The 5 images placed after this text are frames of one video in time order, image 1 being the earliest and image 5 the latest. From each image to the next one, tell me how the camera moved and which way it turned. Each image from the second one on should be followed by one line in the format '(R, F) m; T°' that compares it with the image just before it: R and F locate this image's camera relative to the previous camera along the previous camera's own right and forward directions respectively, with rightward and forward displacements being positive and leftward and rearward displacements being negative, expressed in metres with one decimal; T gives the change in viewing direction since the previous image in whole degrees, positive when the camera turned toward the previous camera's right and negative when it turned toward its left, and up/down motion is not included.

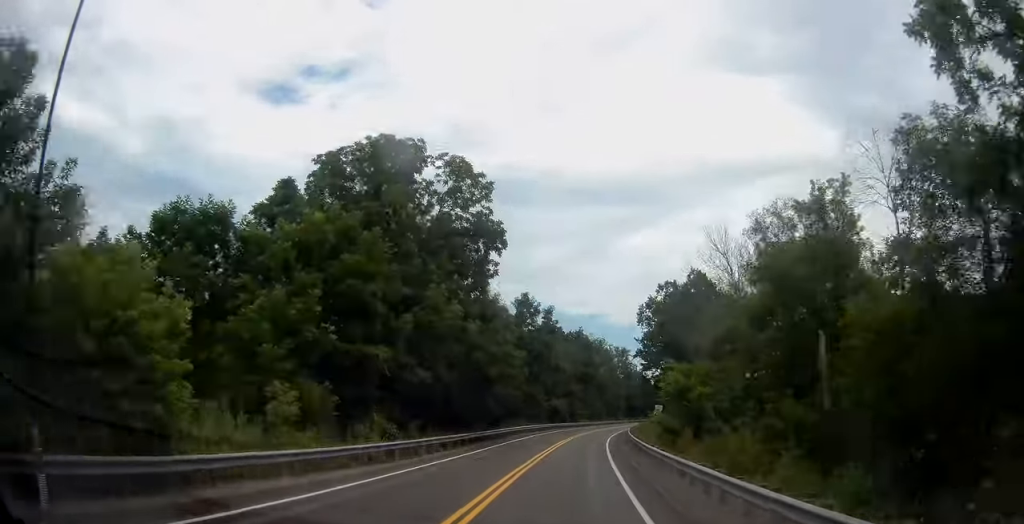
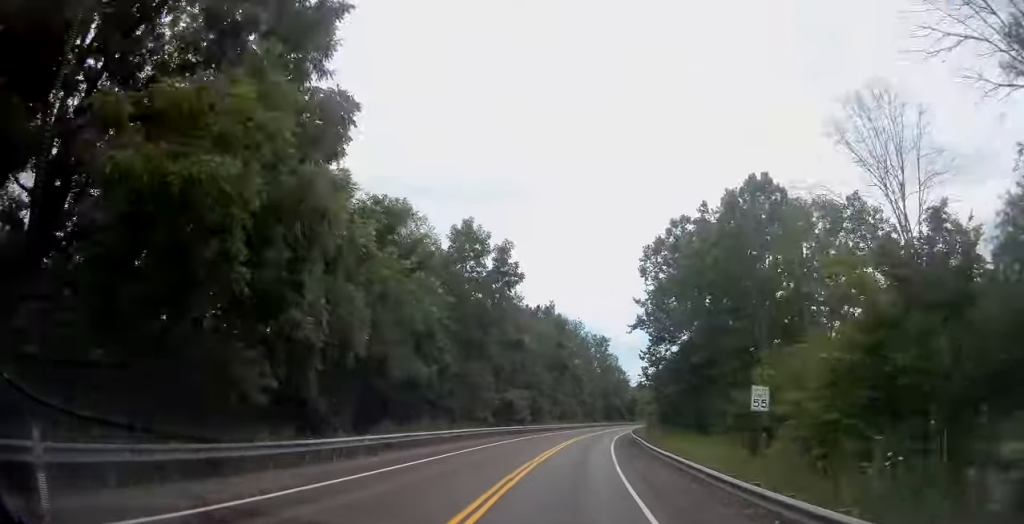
(+0.2, +29.3) m; +3°
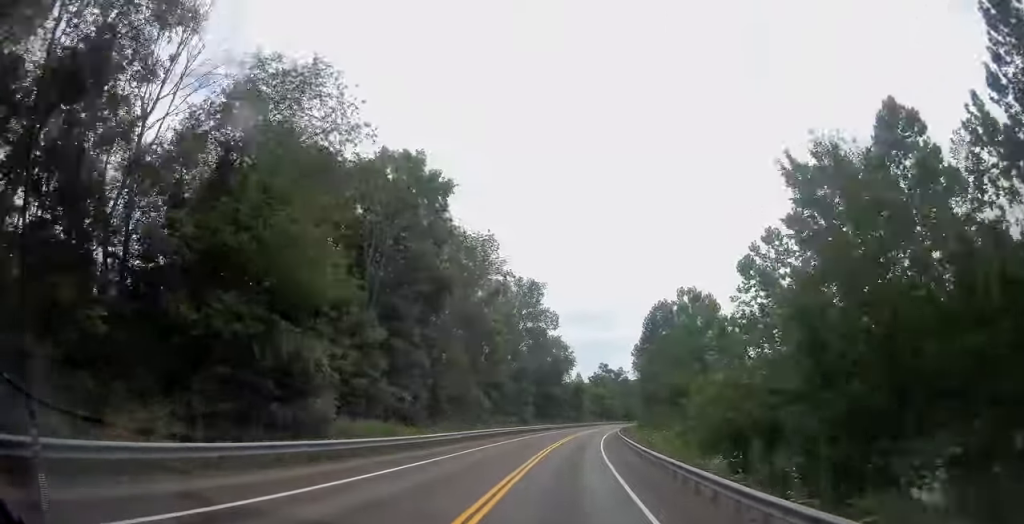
(+4.1, +58.1) m; +6°
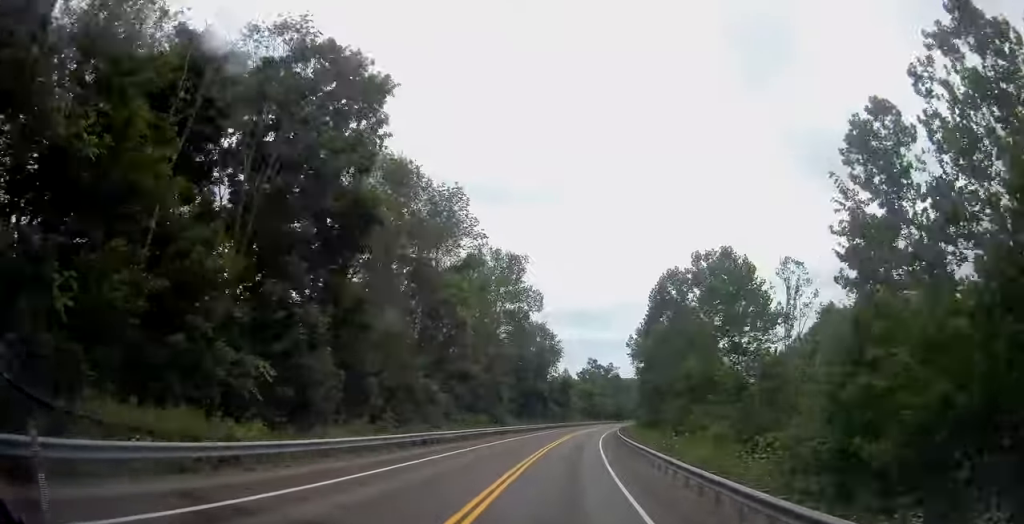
(+0.3, +13.9) m; +2°
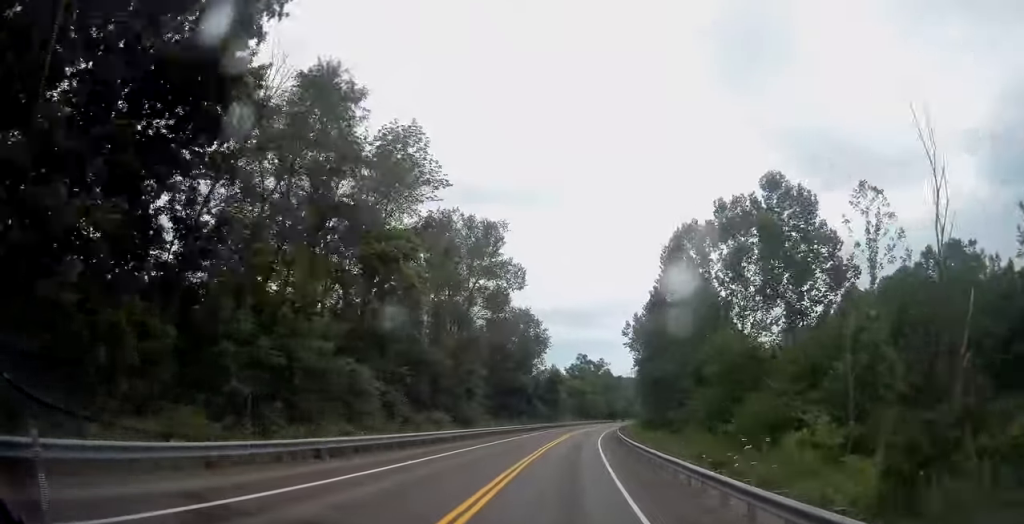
(0.0, +12.4) m; +1°
